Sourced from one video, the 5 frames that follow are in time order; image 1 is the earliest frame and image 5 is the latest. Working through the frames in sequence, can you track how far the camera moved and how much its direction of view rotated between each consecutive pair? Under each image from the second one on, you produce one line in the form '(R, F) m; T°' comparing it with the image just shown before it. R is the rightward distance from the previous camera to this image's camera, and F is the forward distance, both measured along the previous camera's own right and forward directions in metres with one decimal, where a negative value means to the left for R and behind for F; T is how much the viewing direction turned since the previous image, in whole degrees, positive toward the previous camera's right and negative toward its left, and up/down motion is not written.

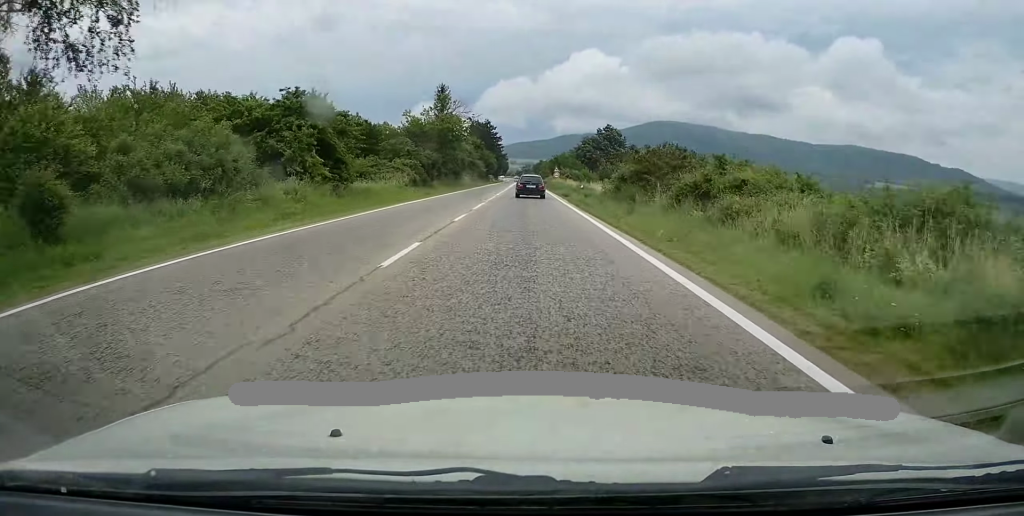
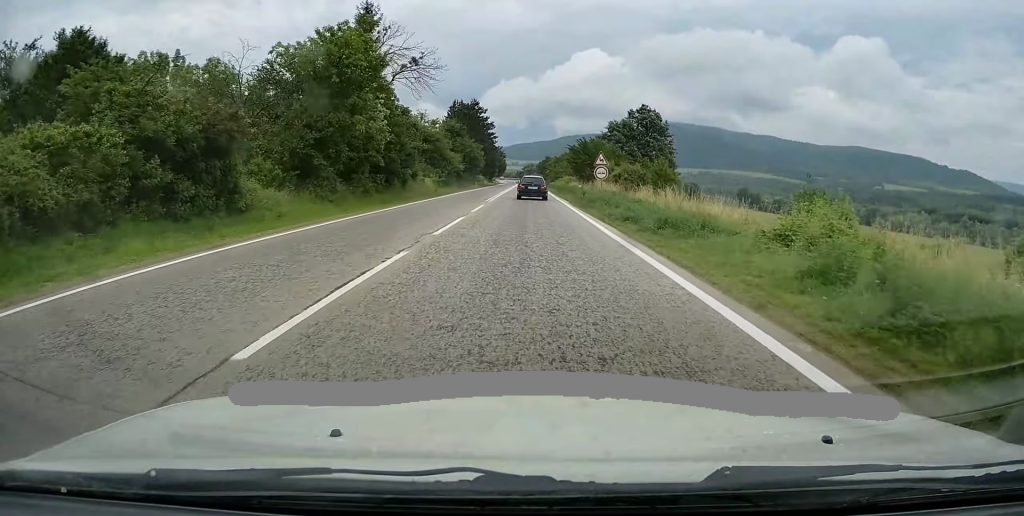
(-0.2, +46.5) m; 0°
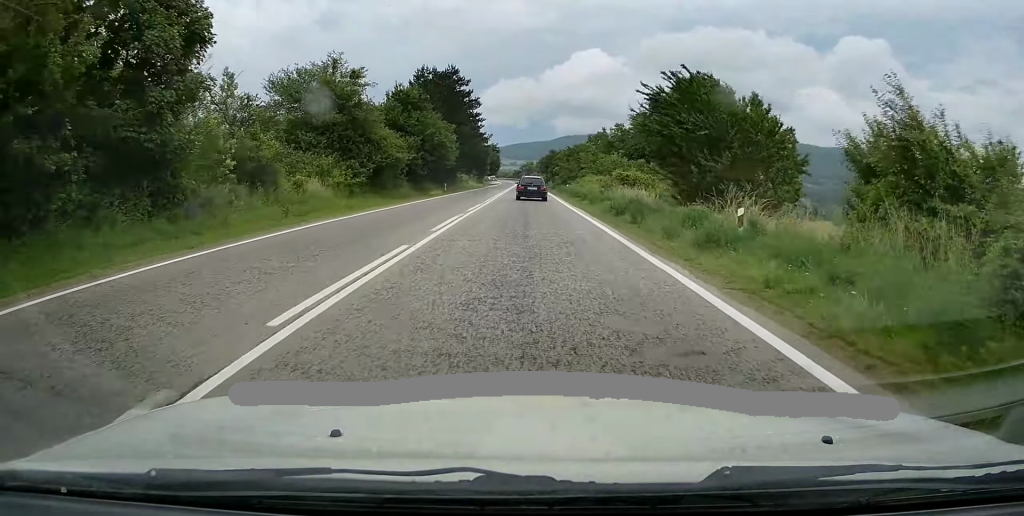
(-0.3, +36.7) m; 0°
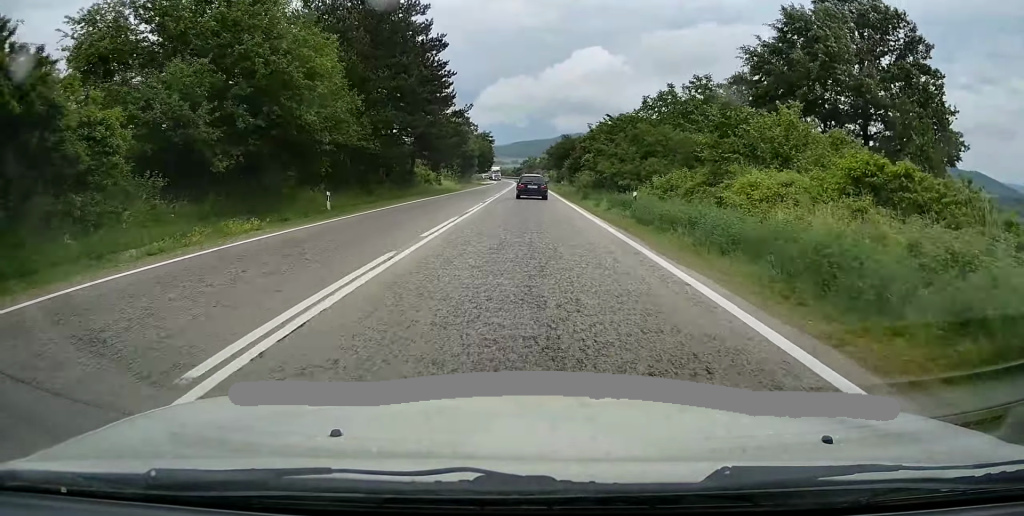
(+0.4, +37.8) m; 0°
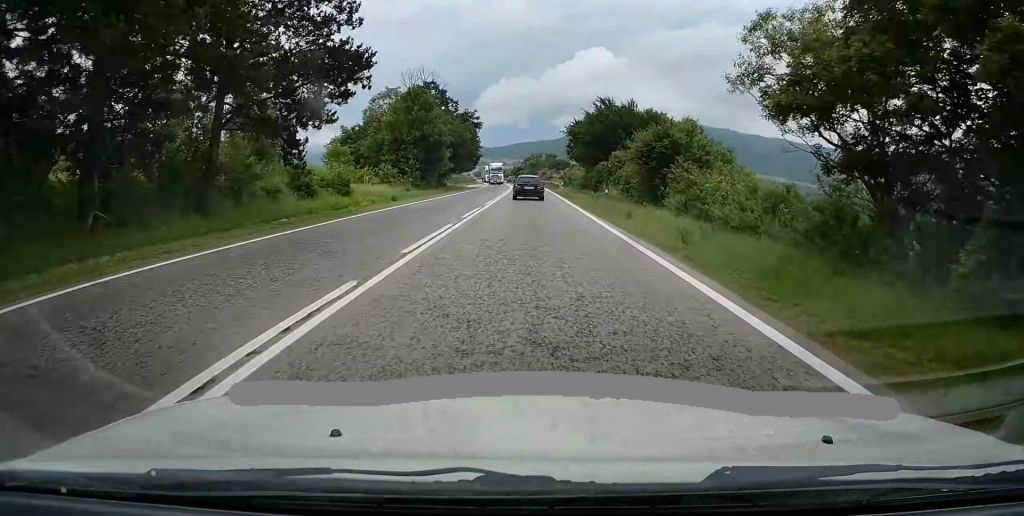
(-0.3, +39.4) m; -1°
